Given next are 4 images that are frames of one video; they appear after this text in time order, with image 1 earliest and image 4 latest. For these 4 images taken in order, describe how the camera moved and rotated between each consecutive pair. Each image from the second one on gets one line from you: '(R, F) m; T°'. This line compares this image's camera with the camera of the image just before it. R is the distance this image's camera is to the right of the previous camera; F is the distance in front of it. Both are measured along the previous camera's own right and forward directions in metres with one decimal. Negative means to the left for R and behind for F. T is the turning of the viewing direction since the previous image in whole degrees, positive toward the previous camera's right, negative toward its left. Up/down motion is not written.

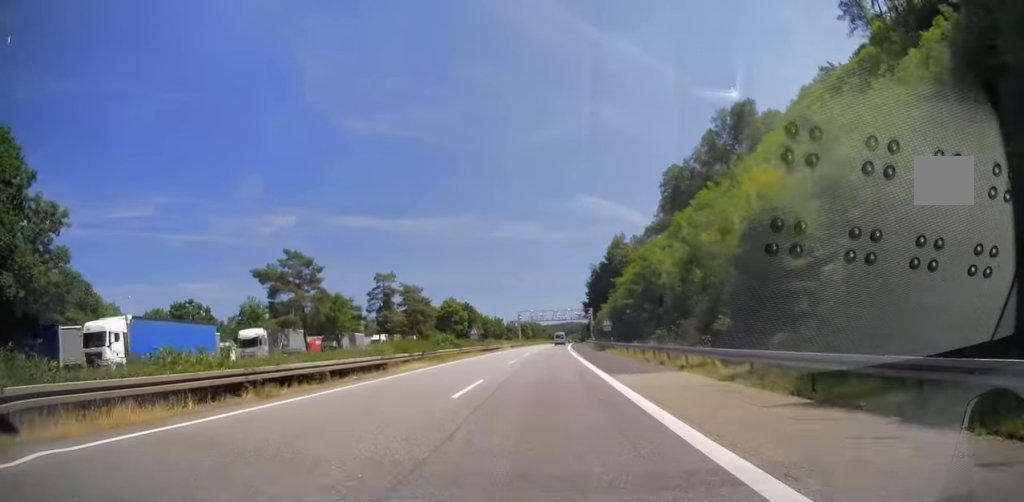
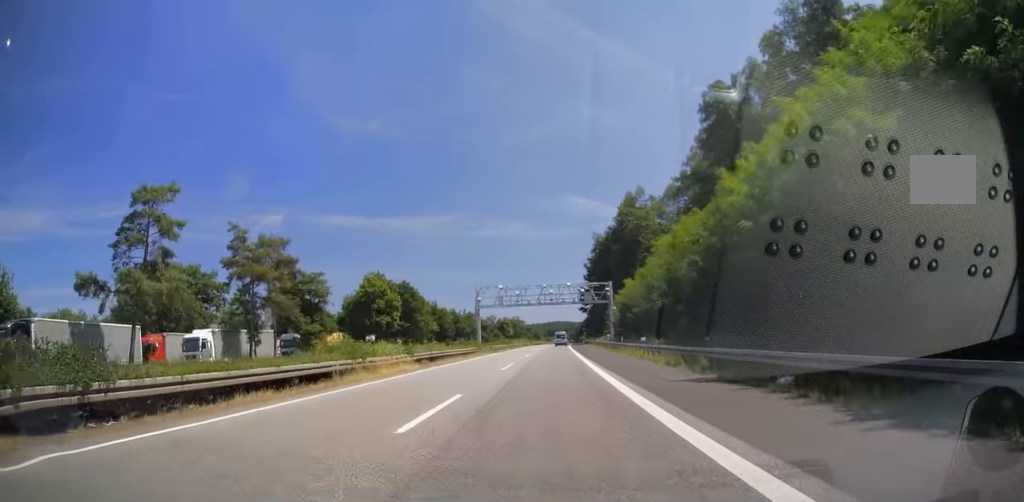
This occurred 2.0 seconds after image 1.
(+0.9, +59.4) m; +2°
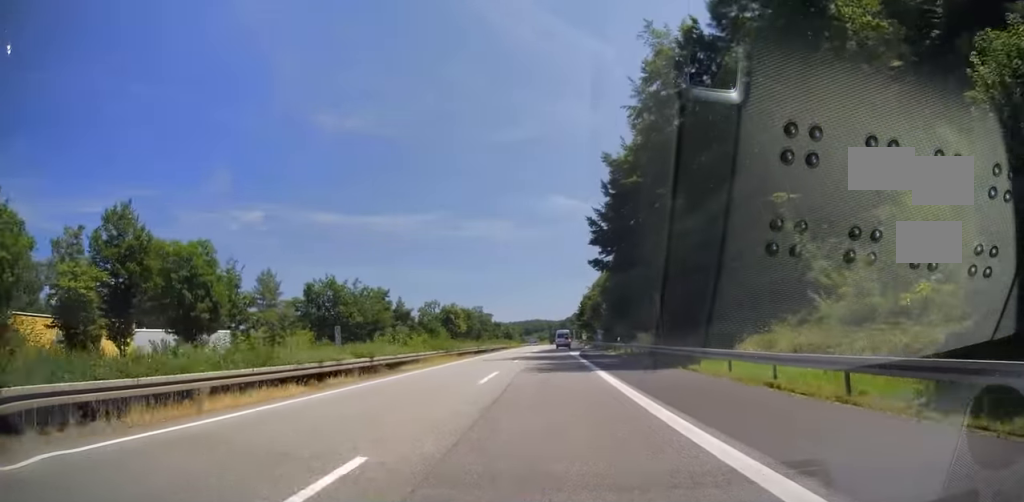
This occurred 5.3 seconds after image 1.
(+2.1, +98.0) m; +2°
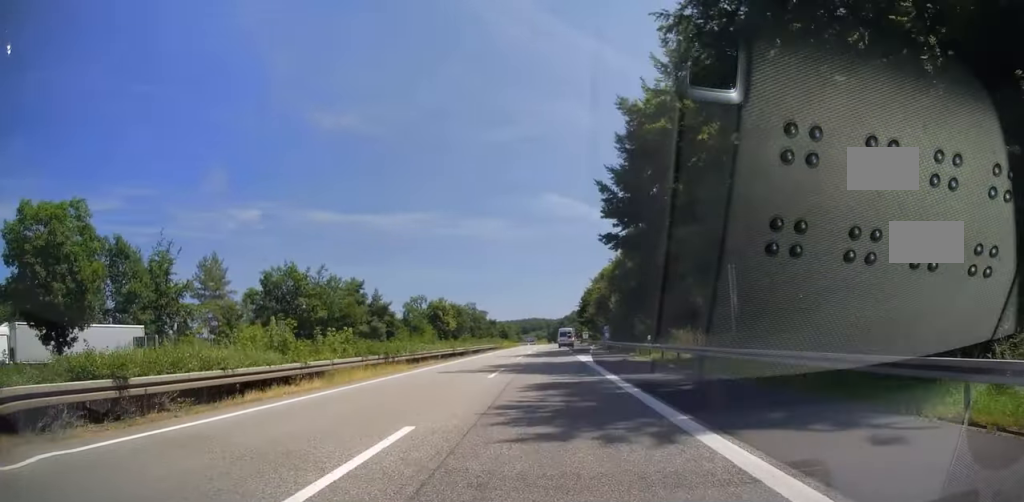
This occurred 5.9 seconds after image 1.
(0.0, +15.8) m; 0°
